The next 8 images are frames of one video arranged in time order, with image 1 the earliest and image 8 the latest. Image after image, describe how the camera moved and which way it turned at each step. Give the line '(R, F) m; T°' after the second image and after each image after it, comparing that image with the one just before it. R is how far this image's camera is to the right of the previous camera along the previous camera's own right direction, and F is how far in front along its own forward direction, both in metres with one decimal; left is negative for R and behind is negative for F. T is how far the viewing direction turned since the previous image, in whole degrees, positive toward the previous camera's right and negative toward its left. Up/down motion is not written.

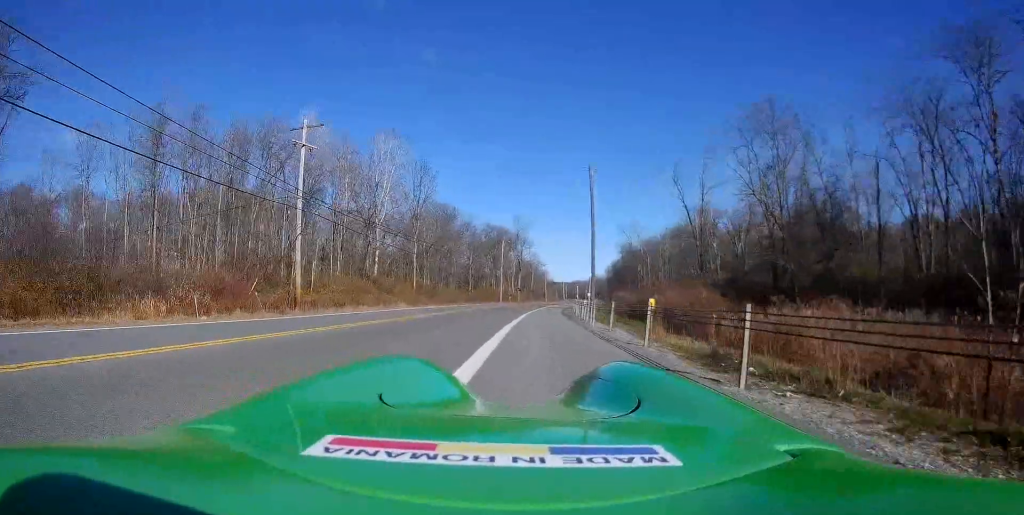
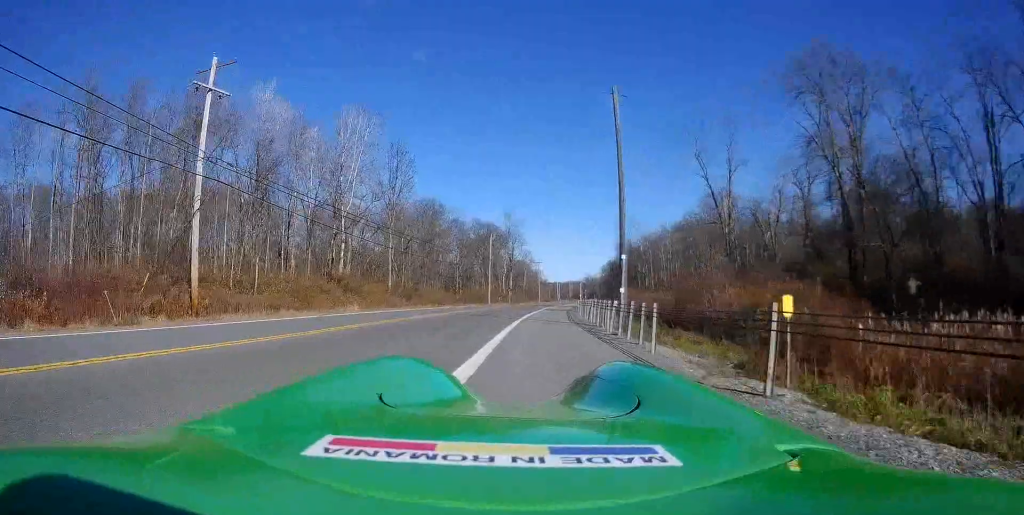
(0.0, +10.7) m; +1°
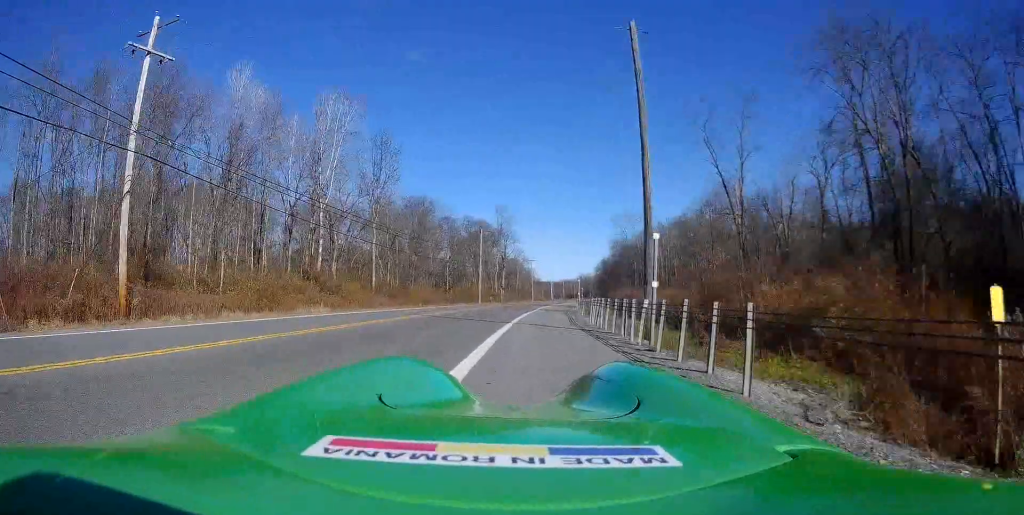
(0.0, +4.6) m; +1°
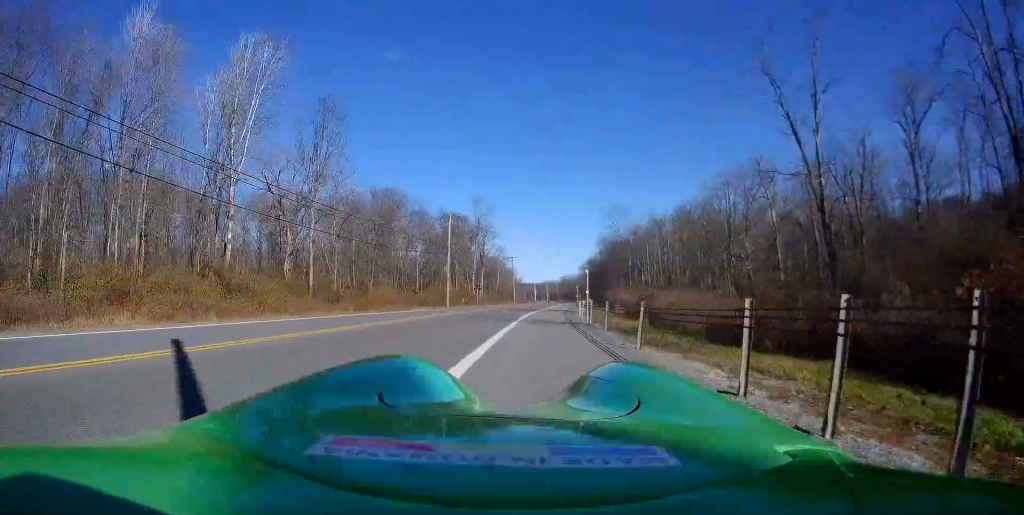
(0.0, +15.2) m; 0°
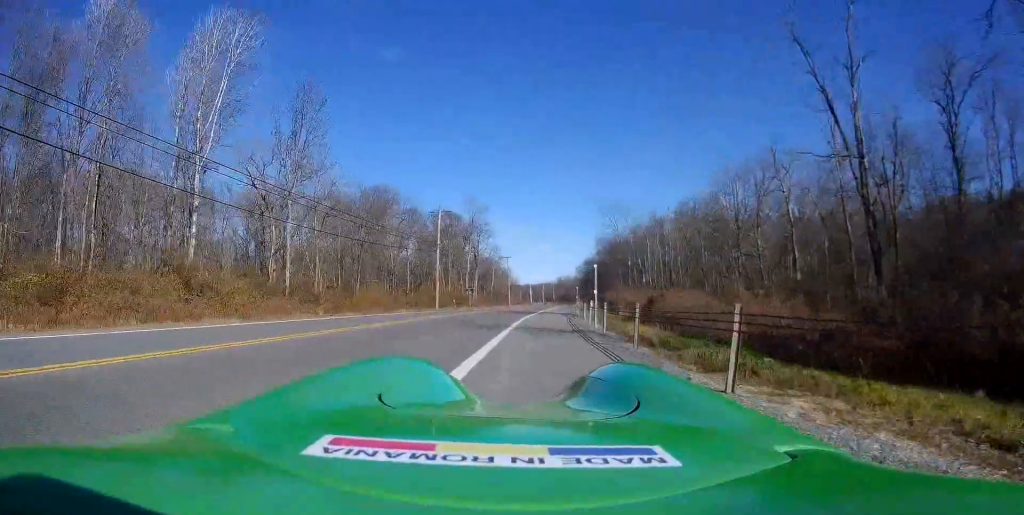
(0.0, +4.6) m; +1°
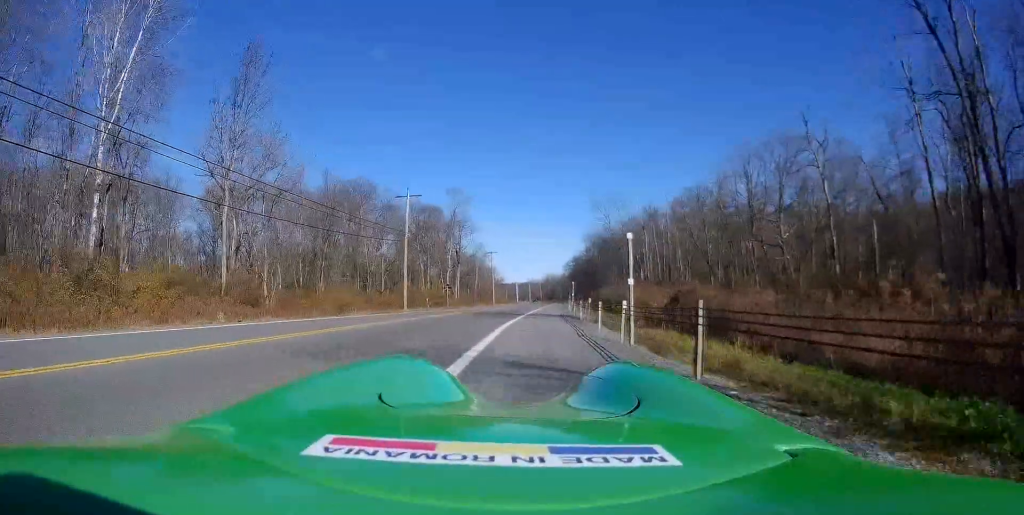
(+0.3, +9.2) m; +2°
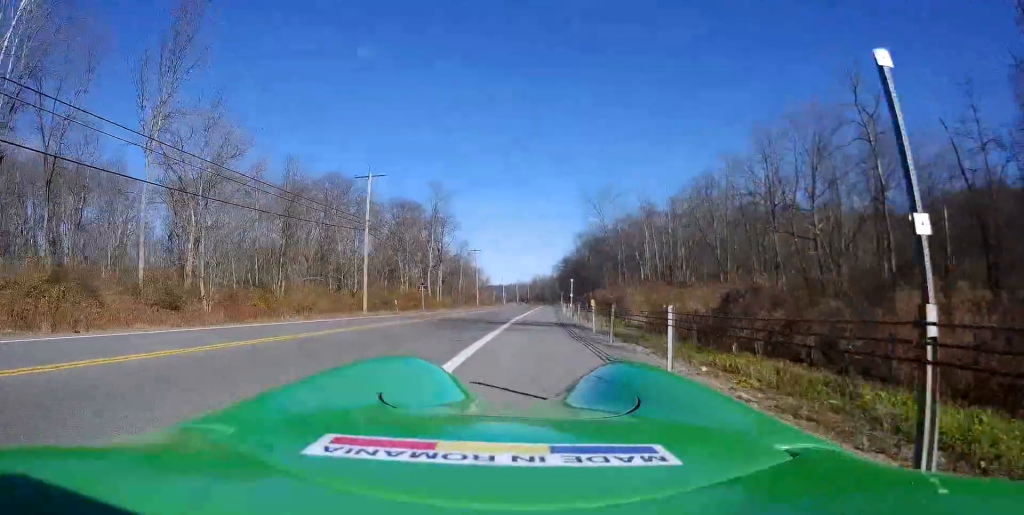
(+0.1, +8.7) m; -1°
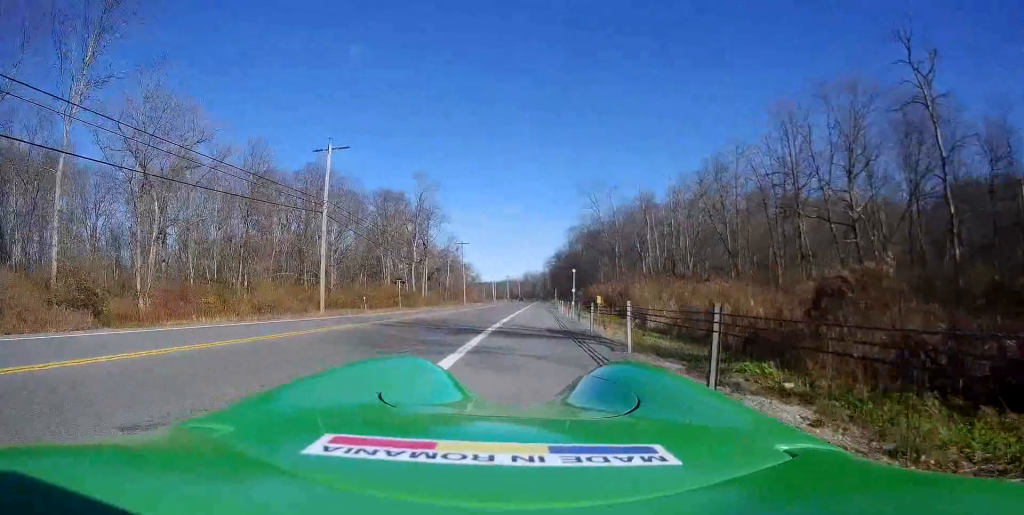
(-0.5, +7.1) m; +2°
